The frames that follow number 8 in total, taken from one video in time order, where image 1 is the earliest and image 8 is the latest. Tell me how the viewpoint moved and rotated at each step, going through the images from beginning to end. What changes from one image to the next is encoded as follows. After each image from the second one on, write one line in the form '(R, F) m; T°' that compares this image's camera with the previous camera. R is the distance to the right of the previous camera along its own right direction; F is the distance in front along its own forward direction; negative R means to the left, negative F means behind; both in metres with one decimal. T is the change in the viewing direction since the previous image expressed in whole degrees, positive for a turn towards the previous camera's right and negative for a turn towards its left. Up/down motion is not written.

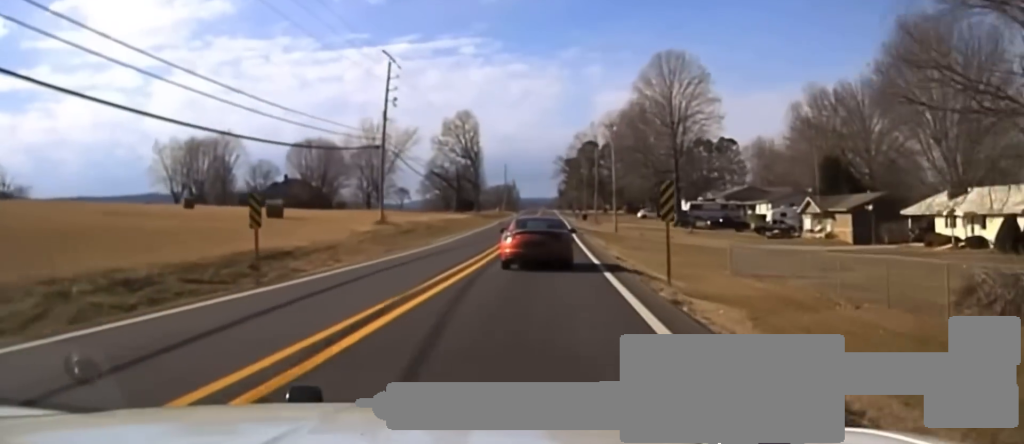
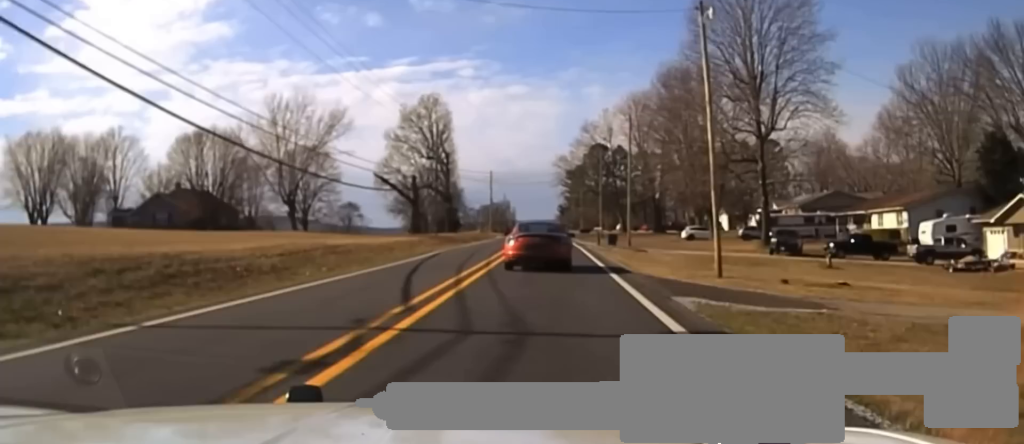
(-0.4, +56.3) m; -1°
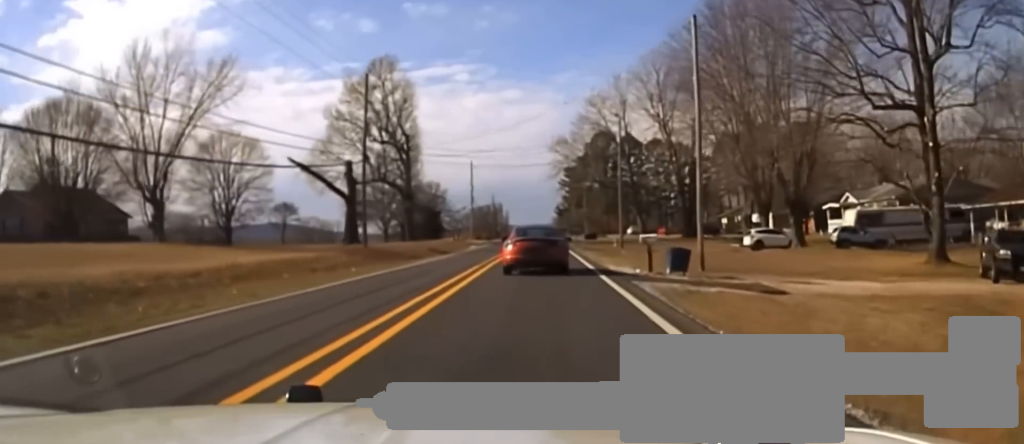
(+0.1, +32.2) m; +1°
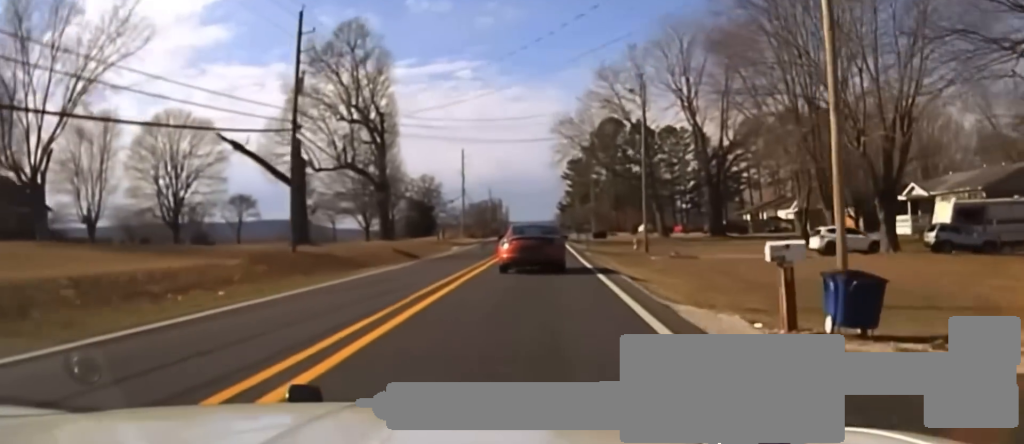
(+0.1, +15.9) m; 0°
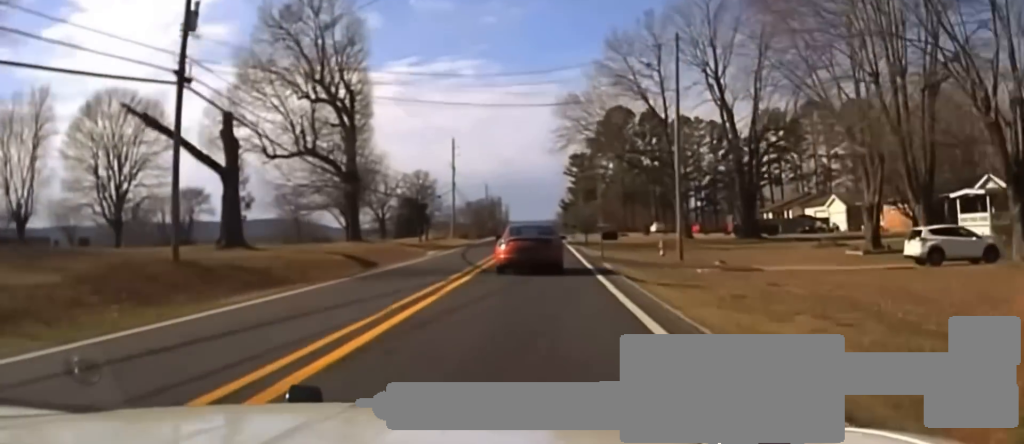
(0.0, +13.0) m; 0°
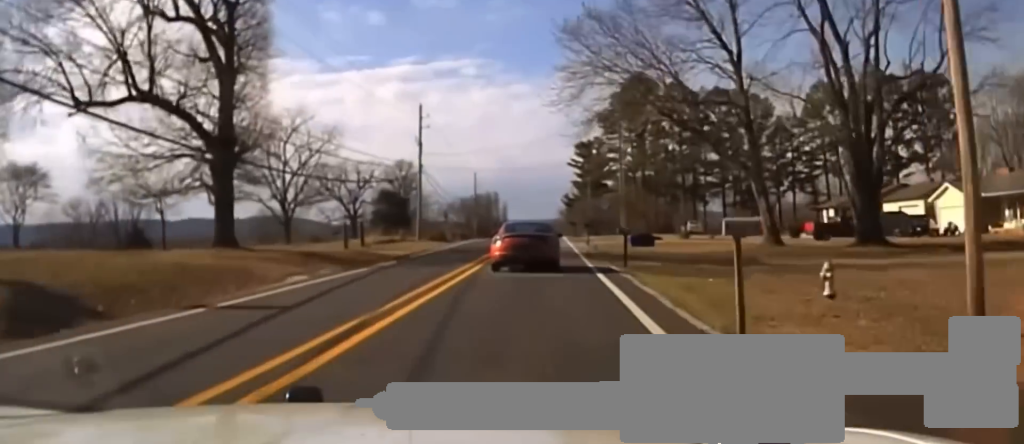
(0.0, +28.3) m; 0°
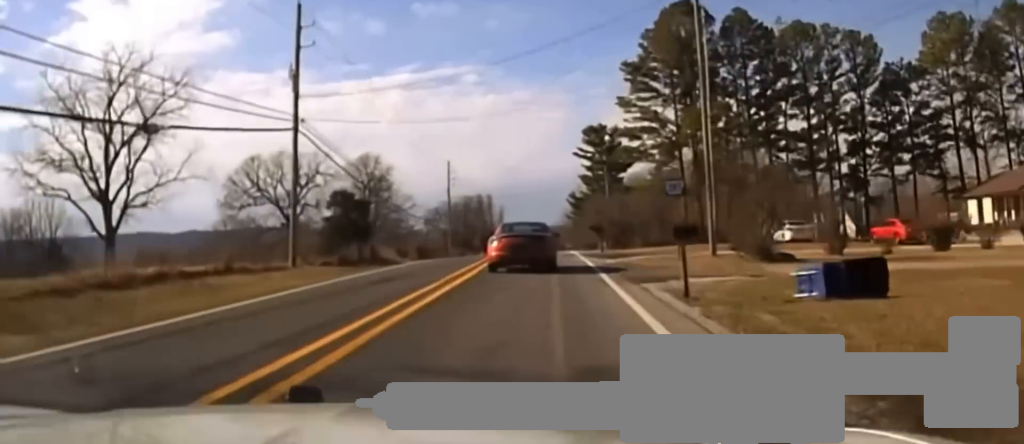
(0.0, +39.6) m; 0°
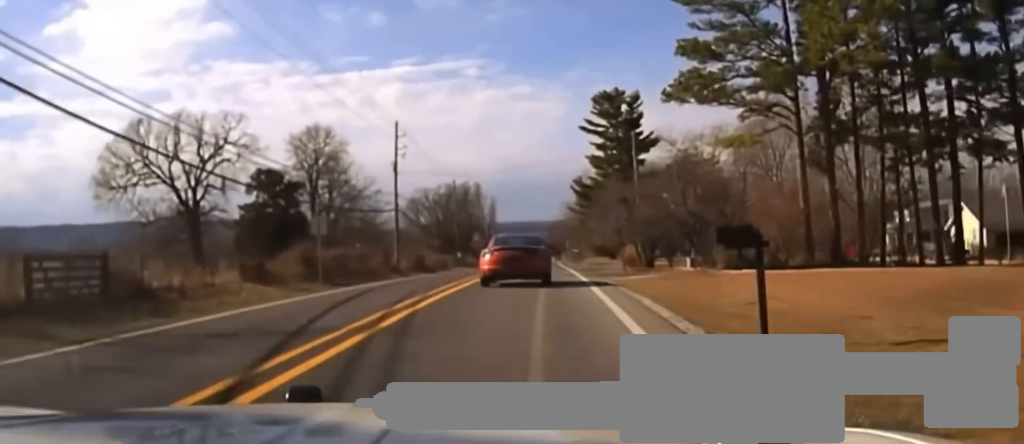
(-0.2, +35.9) m; -1°
